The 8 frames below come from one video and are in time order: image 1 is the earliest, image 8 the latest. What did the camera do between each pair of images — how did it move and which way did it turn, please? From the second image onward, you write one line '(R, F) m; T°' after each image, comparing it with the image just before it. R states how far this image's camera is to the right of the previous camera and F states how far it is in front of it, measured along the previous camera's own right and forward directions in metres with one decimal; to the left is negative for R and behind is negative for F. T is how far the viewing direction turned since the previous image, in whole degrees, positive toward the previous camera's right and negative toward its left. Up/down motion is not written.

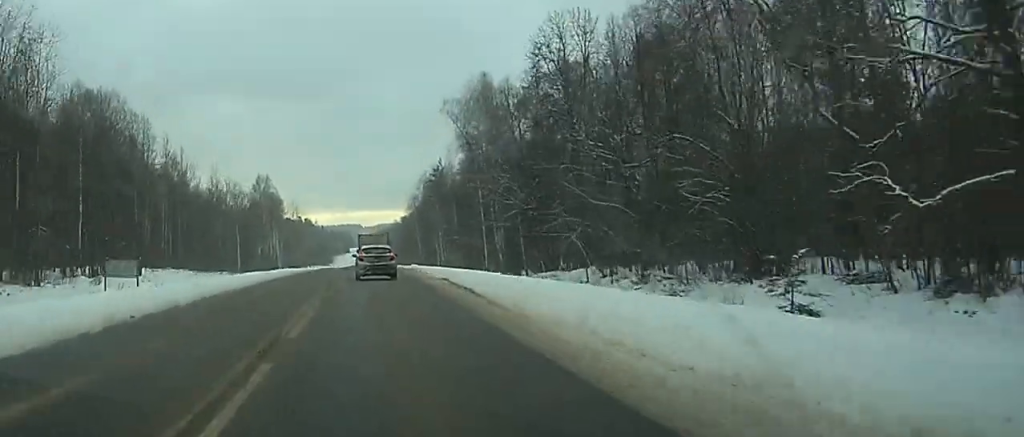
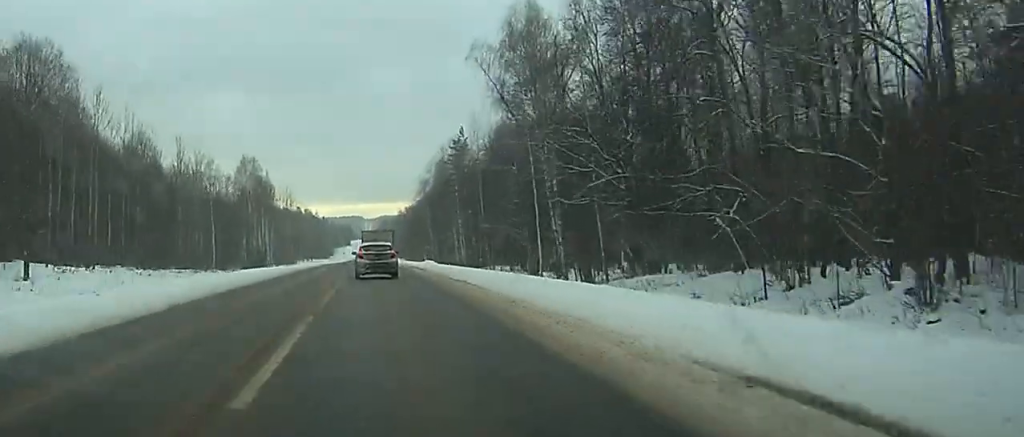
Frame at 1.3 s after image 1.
(-0.1, +29.6) m; 0°
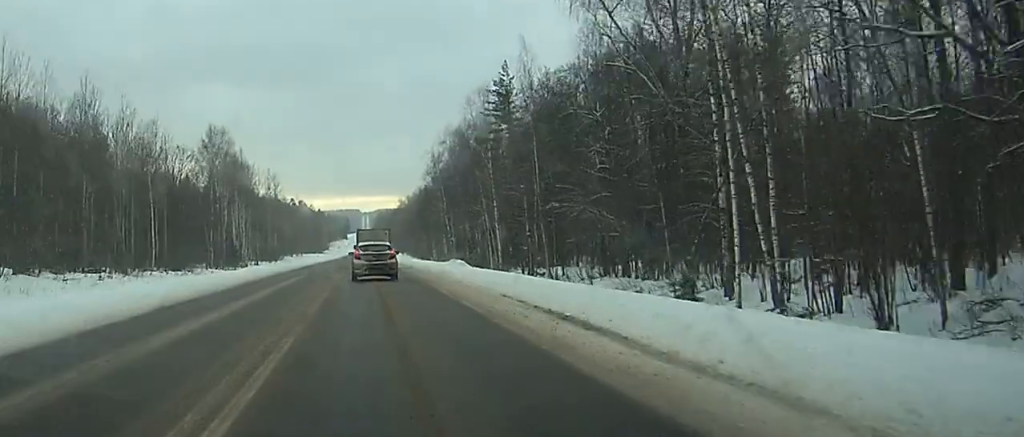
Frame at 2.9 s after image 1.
(+0.1, +37.6) m; 0°
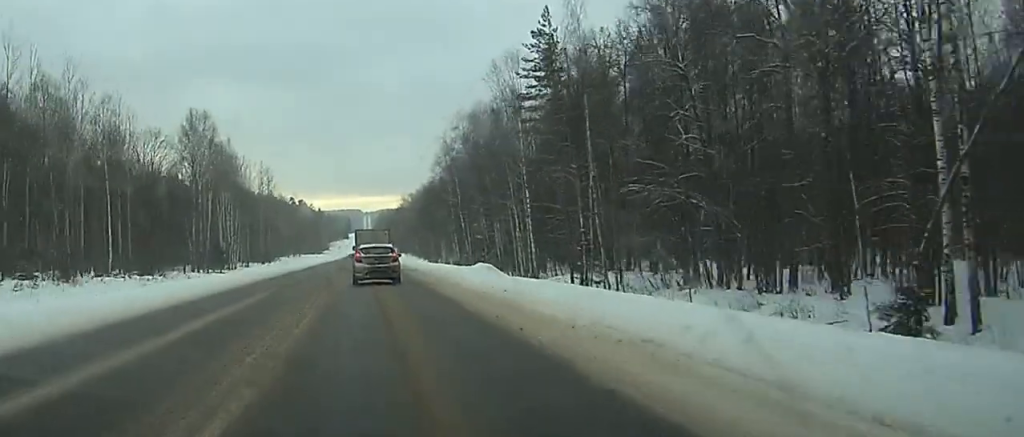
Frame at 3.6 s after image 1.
(+0.1, +17.1) m; 0°
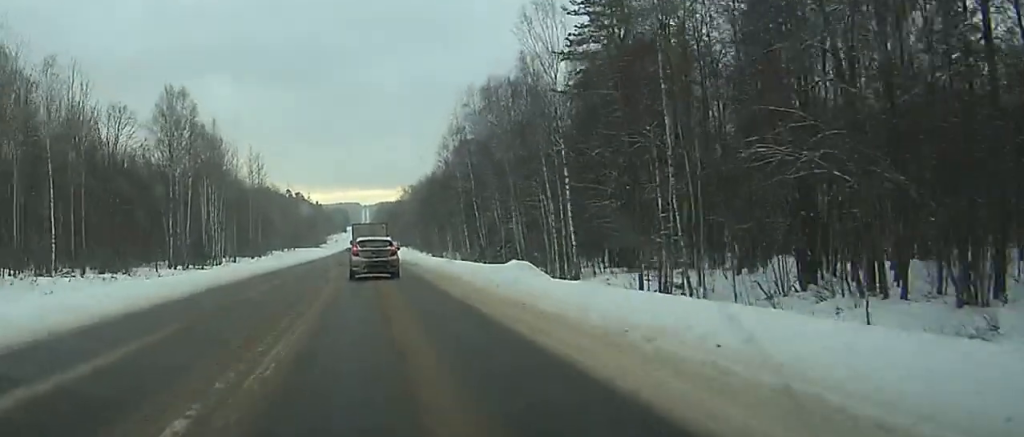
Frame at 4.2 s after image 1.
(0.0, +14.6) m; 0°
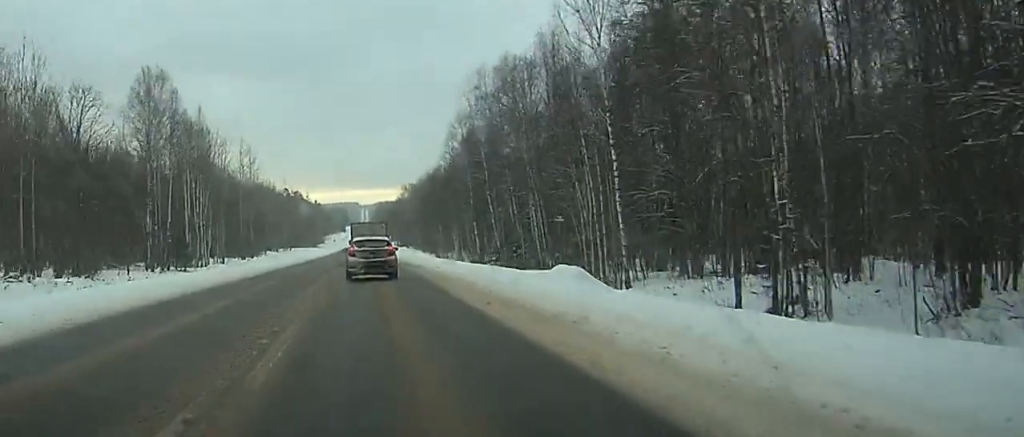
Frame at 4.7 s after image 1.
(-0.1, +11.4) m; 0°
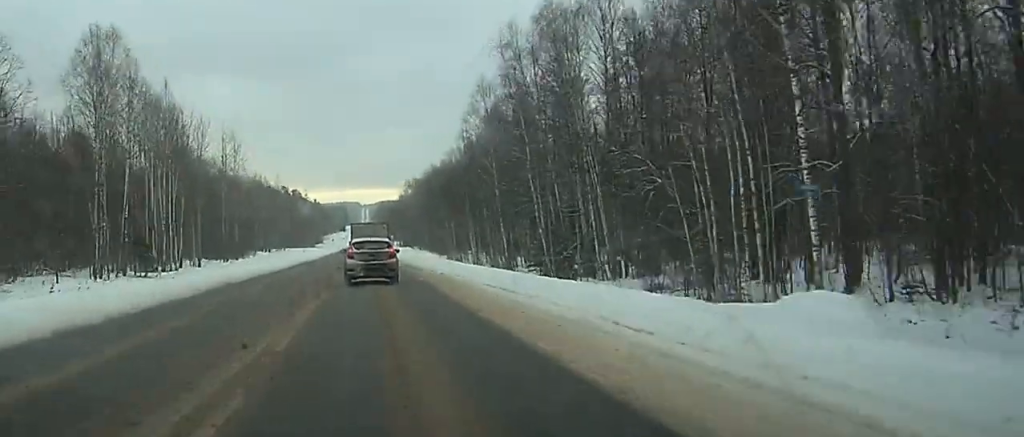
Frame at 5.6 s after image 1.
(0.0, +20.0) m; 0°
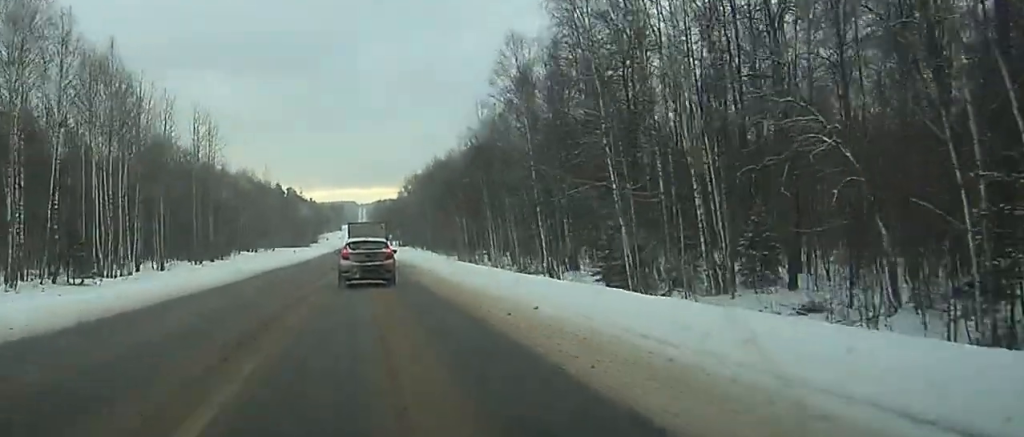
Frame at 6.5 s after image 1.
(0.0, +16.7) m; 0°
